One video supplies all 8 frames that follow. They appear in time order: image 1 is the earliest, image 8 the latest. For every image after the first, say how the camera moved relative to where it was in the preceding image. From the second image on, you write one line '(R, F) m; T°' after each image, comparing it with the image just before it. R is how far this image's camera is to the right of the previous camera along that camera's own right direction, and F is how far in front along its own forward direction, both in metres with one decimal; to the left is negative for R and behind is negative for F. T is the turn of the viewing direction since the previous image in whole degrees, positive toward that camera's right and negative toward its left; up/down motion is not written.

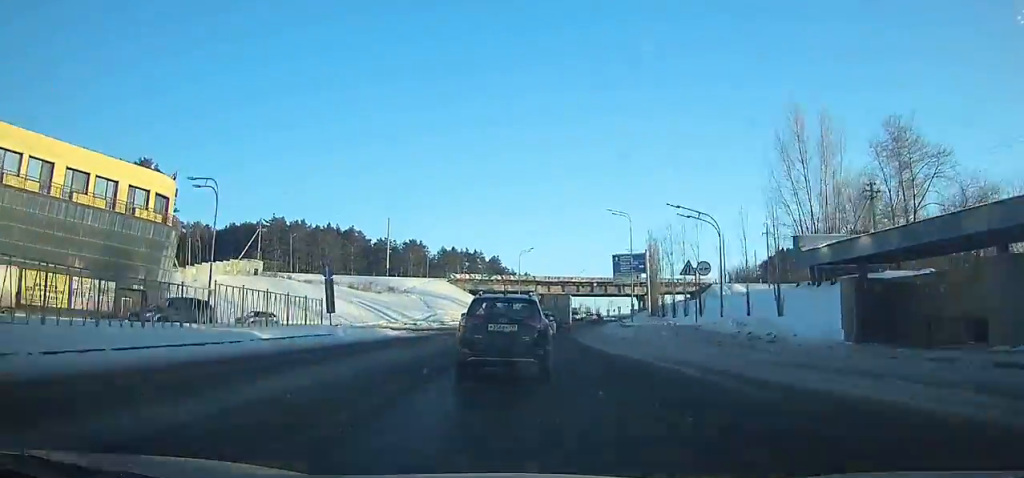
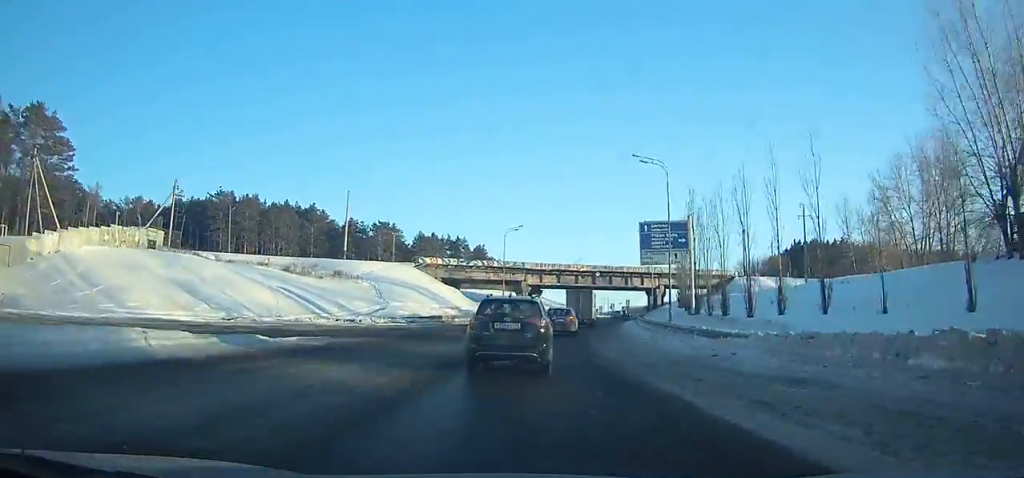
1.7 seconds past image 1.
(-0.6, +22.3) m; 0°
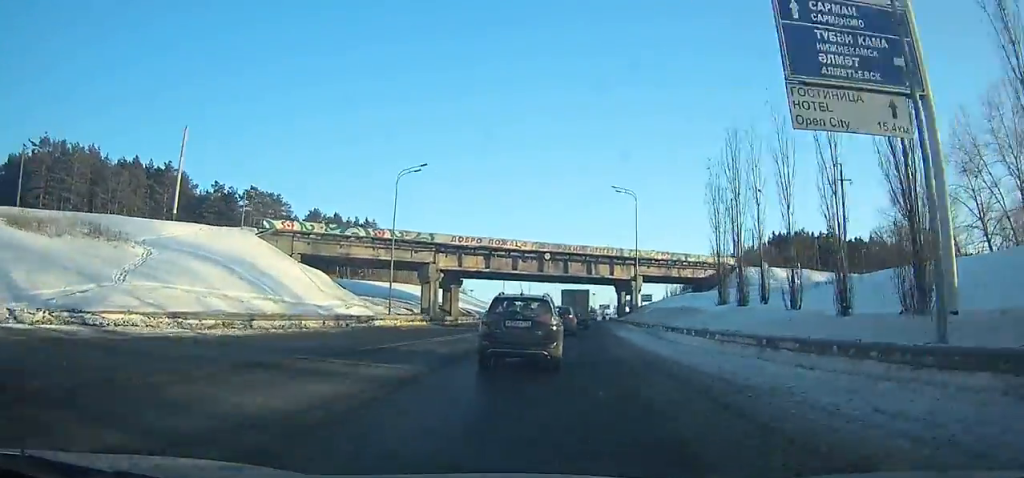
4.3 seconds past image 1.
(+0.5, +32.5) m; +4°
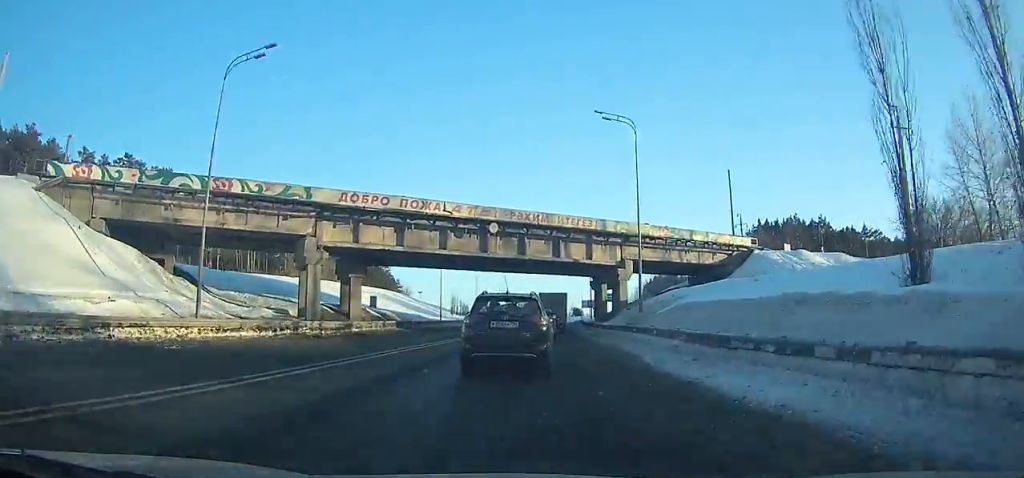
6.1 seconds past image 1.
(+1.3, +21.4) m; +3°
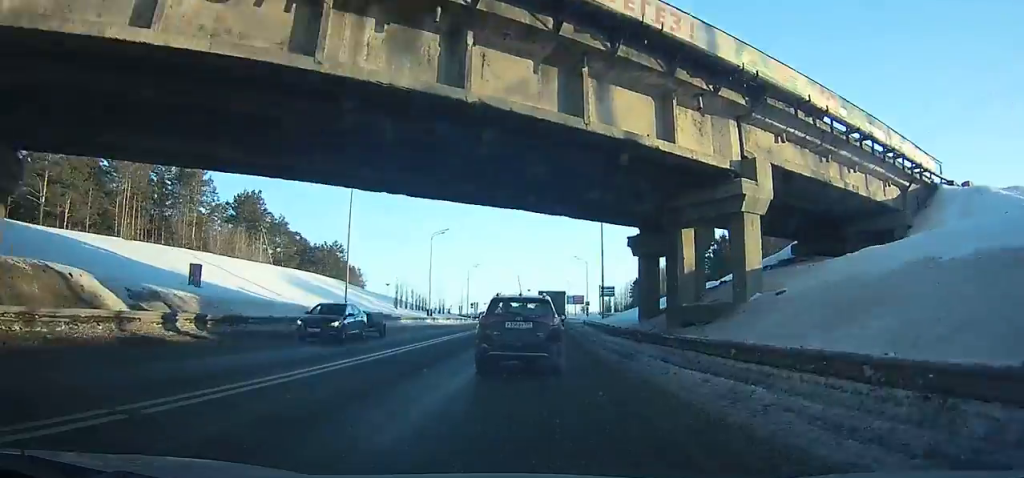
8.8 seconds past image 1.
(+1.2, +31.6) m; +3°
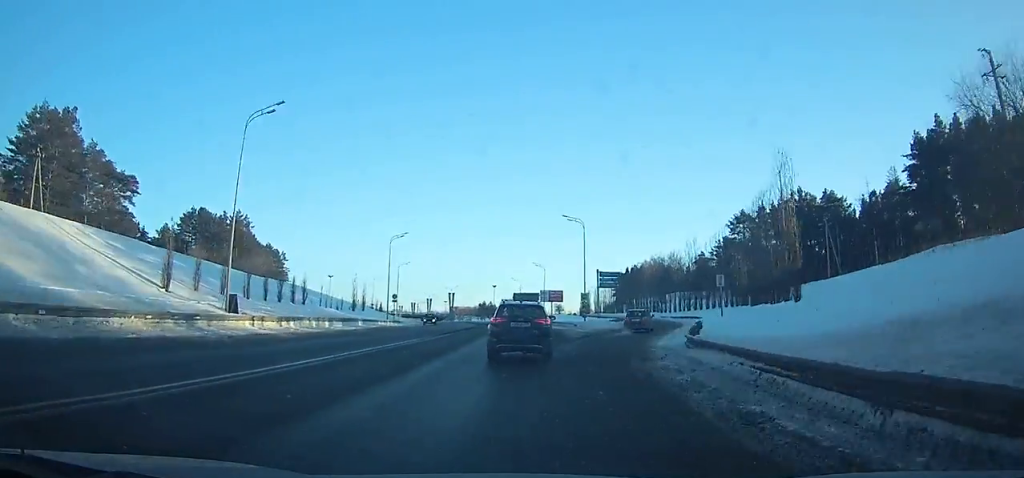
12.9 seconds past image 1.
(+1.4, +49.0) m; +2°
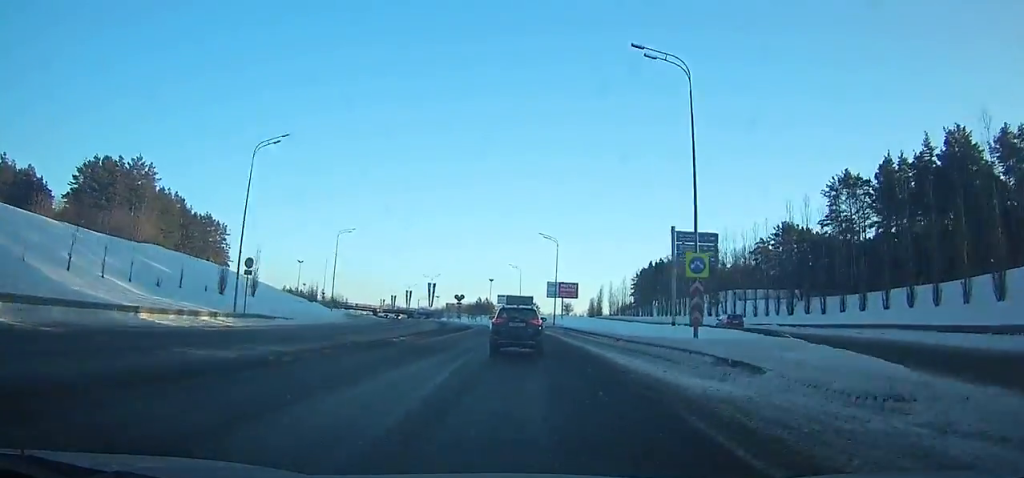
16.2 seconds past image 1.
(0.0, +43.9) m; -1°
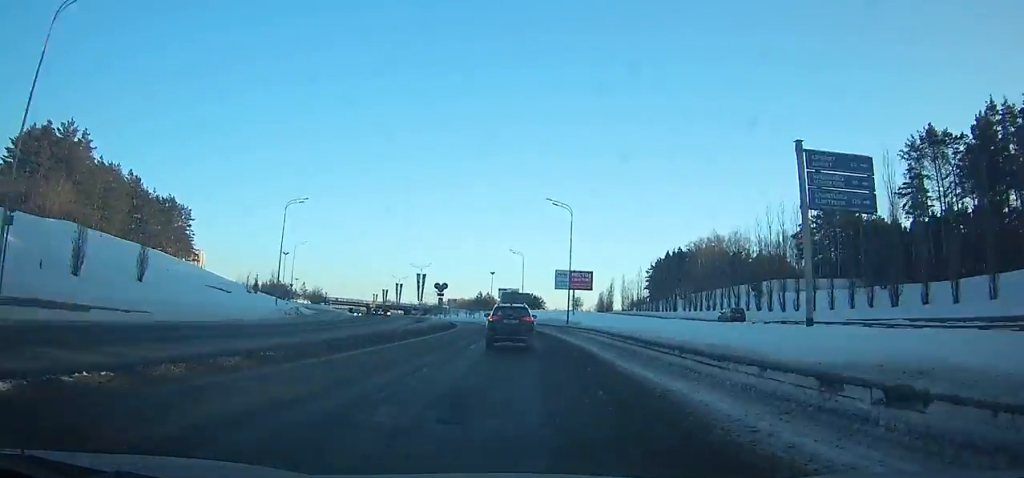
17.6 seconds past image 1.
(0.0, +20.7) m; -2°
